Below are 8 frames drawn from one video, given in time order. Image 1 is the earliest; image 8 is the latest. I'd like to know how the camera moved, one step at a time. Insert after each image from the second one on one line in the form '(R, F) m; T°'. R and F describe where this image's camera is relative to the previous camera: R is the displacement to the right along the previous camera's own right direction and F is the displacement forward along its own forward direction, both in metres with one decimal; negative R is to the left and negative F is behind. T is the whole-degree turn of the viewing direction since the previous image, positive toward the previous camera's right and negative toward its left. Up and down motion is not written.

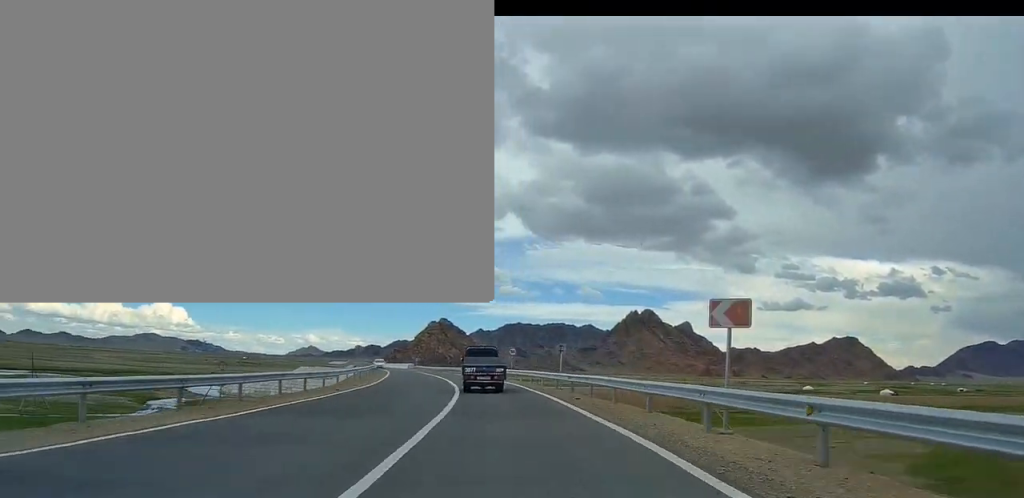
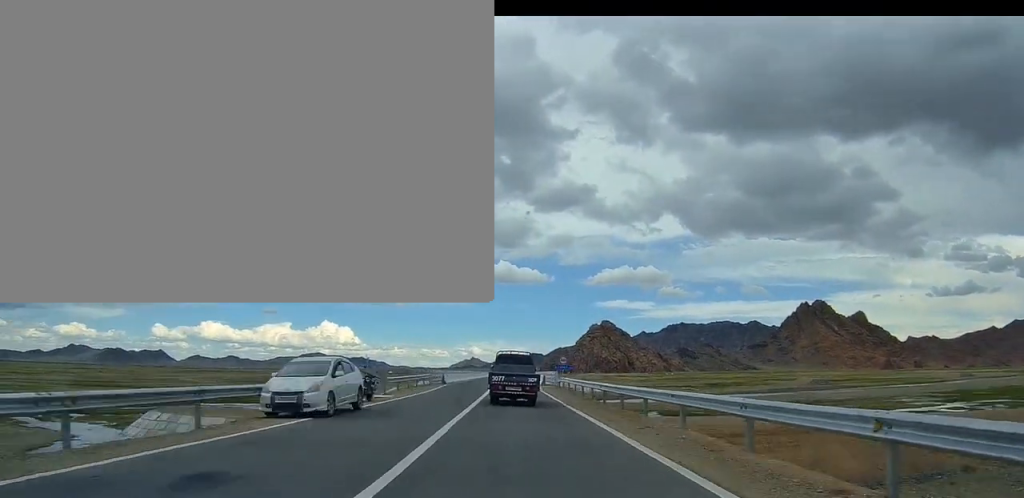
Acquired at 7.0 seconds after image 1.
(-12.7, +88.9) m; -9°
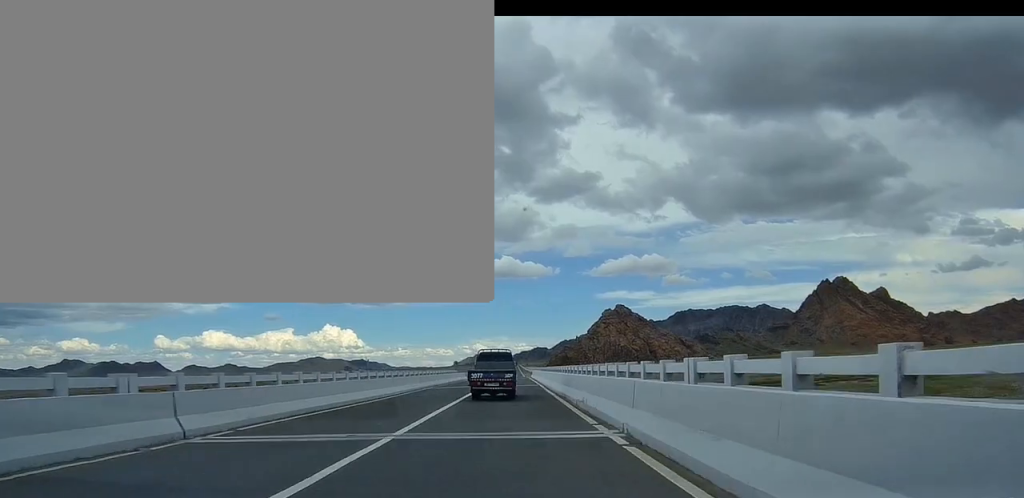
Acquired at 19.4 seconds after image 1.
(-10.7, +160.4) m; -4°
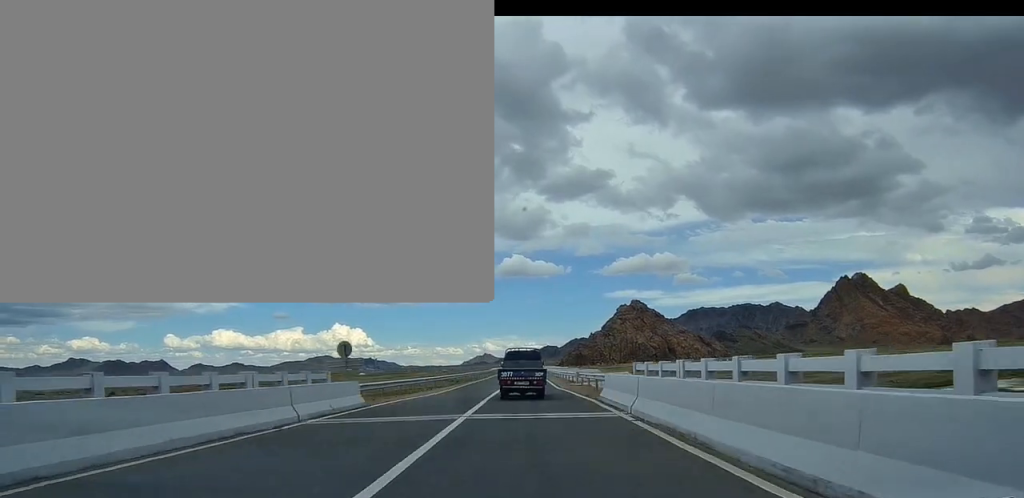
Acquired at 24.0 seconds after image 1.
(-0.1, +66.7) m; 0°
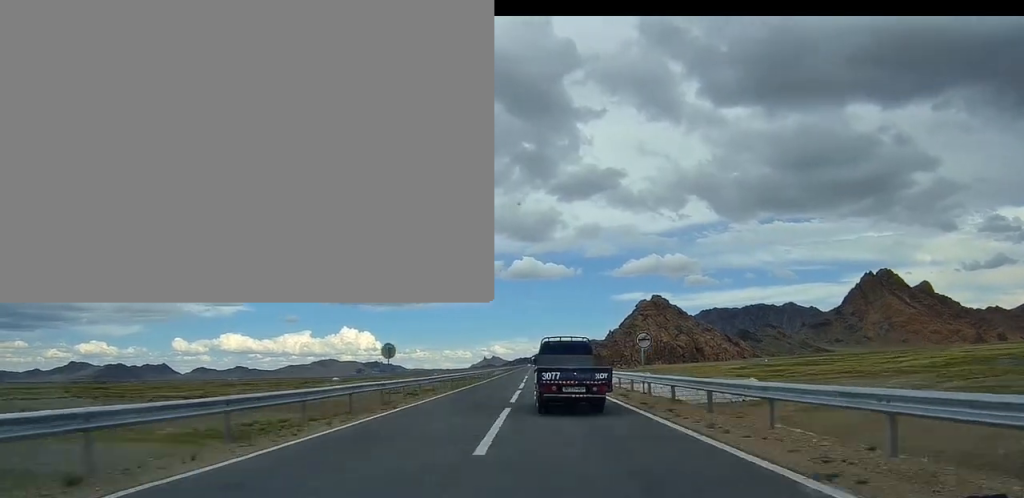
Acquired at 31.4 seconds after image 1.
(-0.2, +113.5) m; 0°
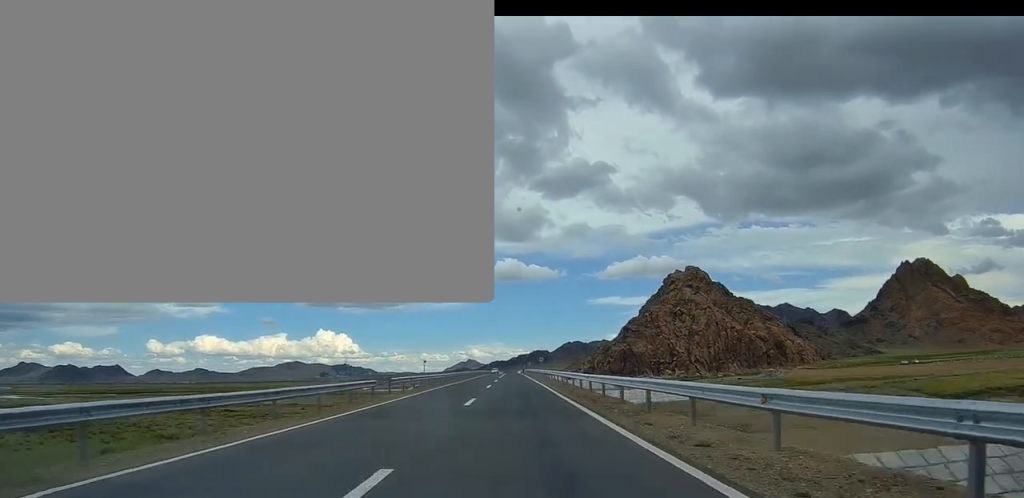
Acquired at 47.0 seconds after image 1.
(+1.4, +286.3) m; 0°
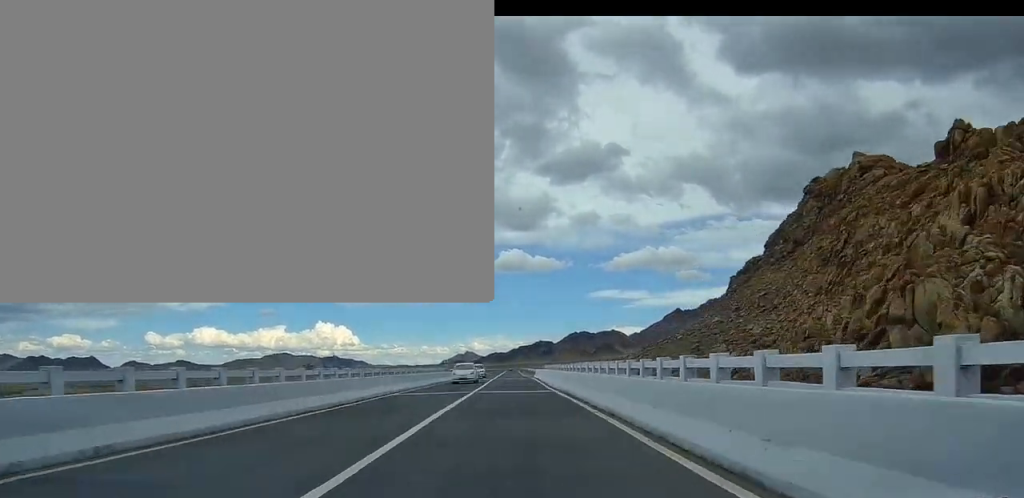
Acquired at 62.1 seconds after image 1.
(-0.3, +300.7) m; +1°
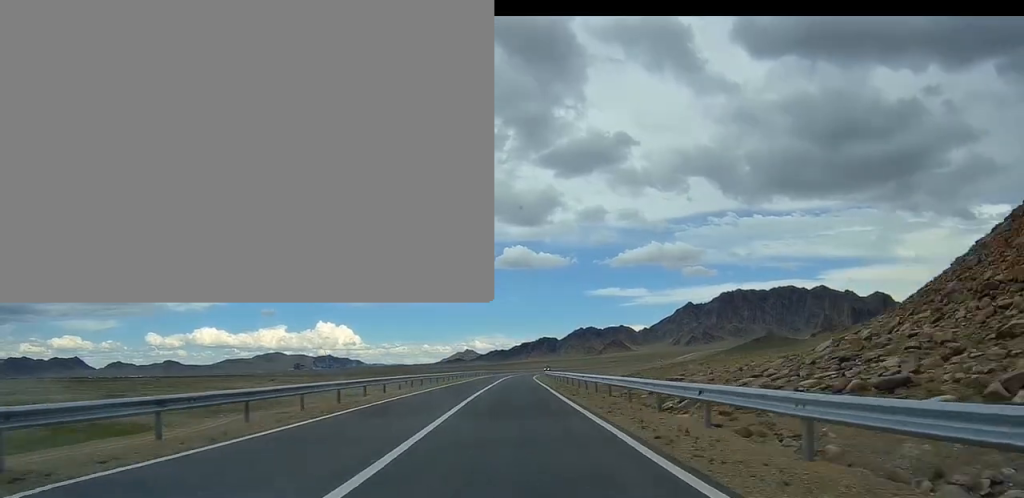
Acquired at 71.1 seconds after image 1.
(+1.4, +189.9) m; +6°
